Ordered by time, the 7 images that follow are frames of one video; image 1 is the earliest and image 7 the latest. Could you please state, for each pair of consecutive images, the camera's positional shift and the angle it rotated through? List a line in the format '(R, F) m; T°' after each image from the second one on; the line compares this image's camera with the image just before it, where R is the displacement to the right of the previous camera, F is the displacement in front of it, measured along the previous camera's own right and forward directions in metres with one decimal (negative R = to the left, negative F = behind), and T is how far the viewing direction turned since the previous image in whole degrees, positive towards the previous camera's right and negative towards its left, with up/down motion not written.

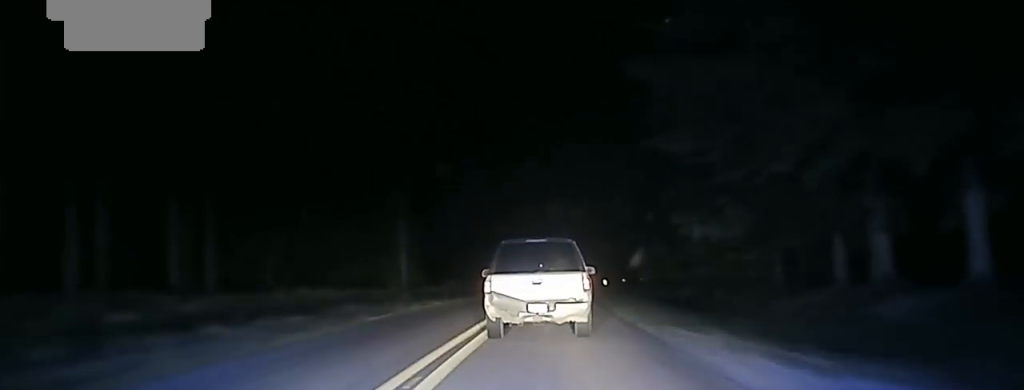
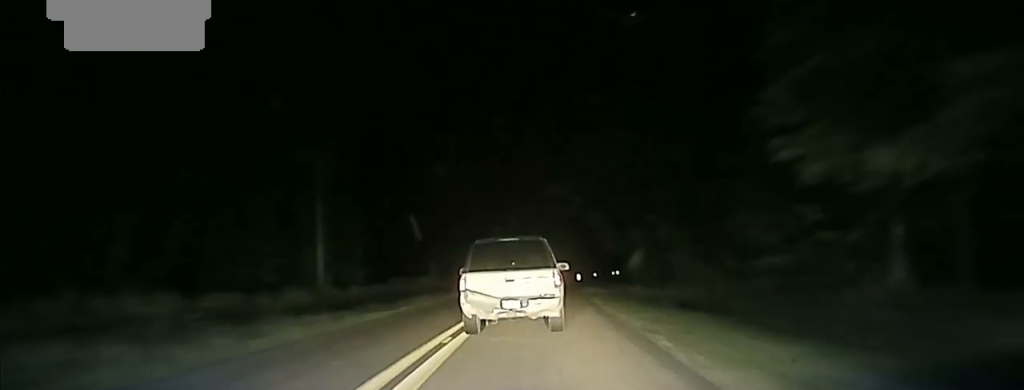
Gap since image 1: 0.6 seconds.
(+0.7, +23.3) m; +1°
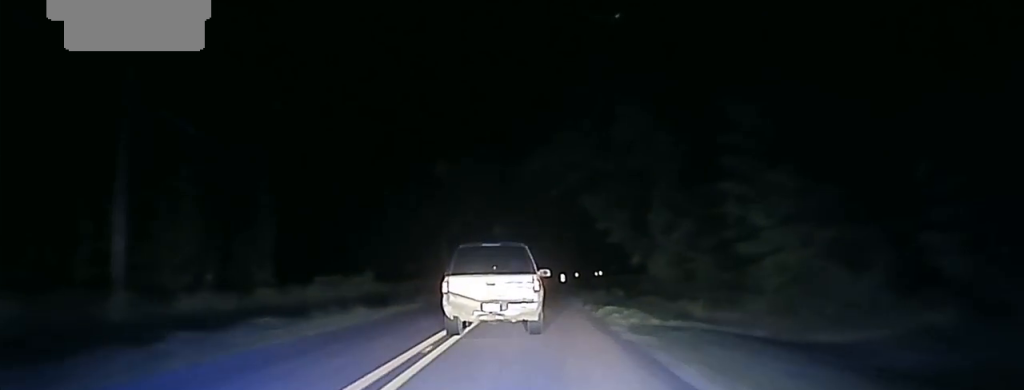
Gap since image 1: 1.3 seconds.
(+0.3, +27.0) m; +1°
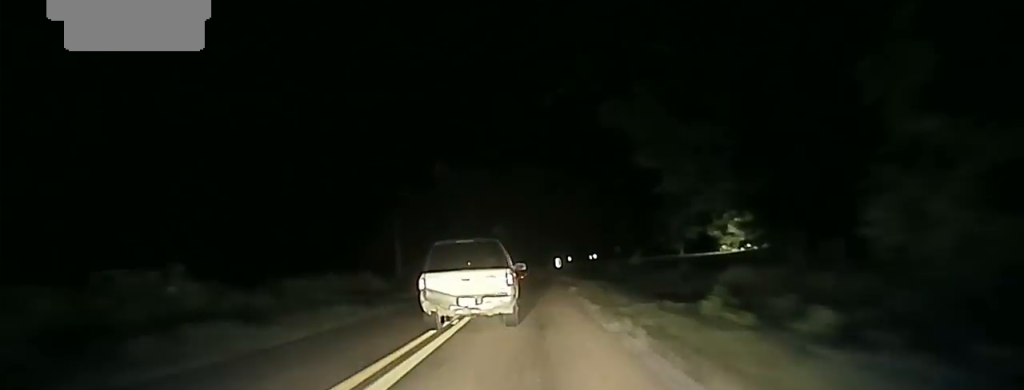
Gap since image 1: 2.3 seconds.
(0.0, +35.0) m; 0°
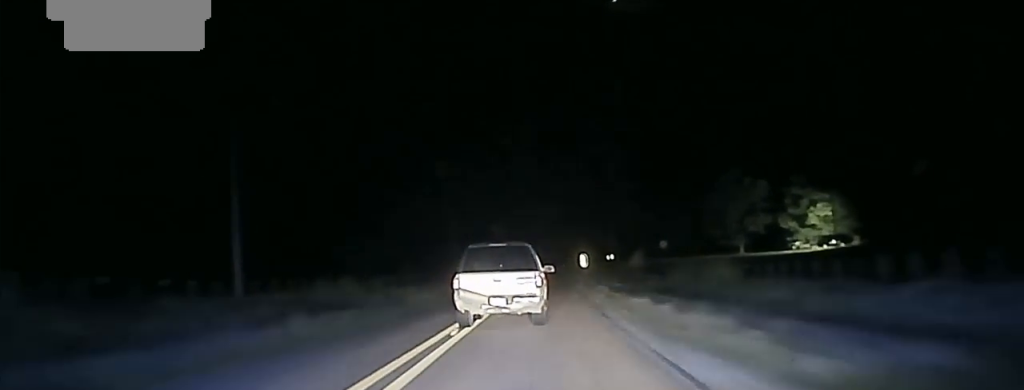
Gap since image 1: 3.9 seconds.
(-0.1, +48.6) m; 0°
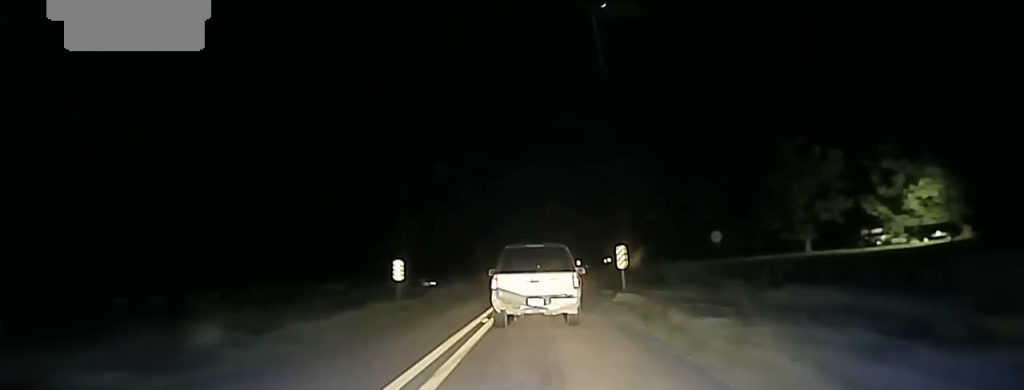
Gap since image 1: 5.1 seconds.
(0.0, +43.0) m; 0°
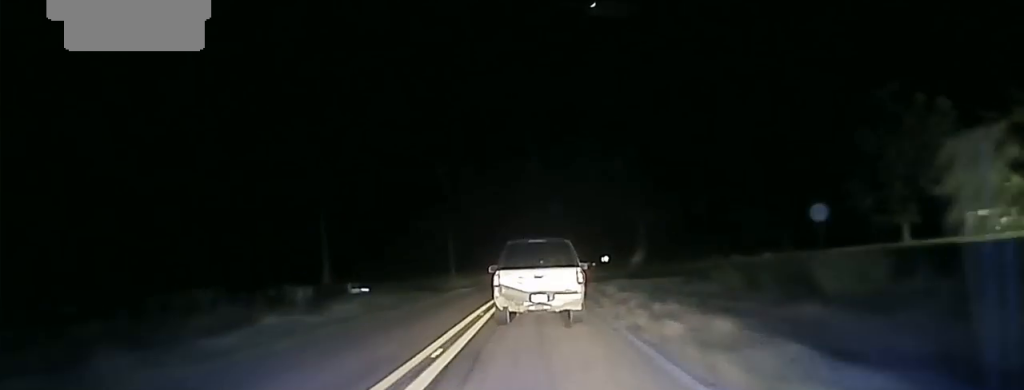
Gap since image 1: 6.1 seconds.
(+0.2, +36.0) m; +1°
